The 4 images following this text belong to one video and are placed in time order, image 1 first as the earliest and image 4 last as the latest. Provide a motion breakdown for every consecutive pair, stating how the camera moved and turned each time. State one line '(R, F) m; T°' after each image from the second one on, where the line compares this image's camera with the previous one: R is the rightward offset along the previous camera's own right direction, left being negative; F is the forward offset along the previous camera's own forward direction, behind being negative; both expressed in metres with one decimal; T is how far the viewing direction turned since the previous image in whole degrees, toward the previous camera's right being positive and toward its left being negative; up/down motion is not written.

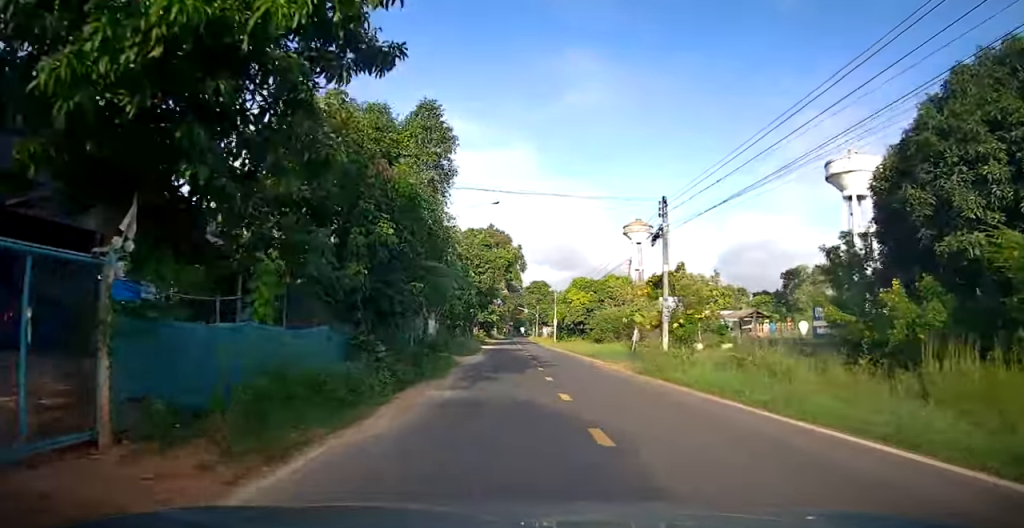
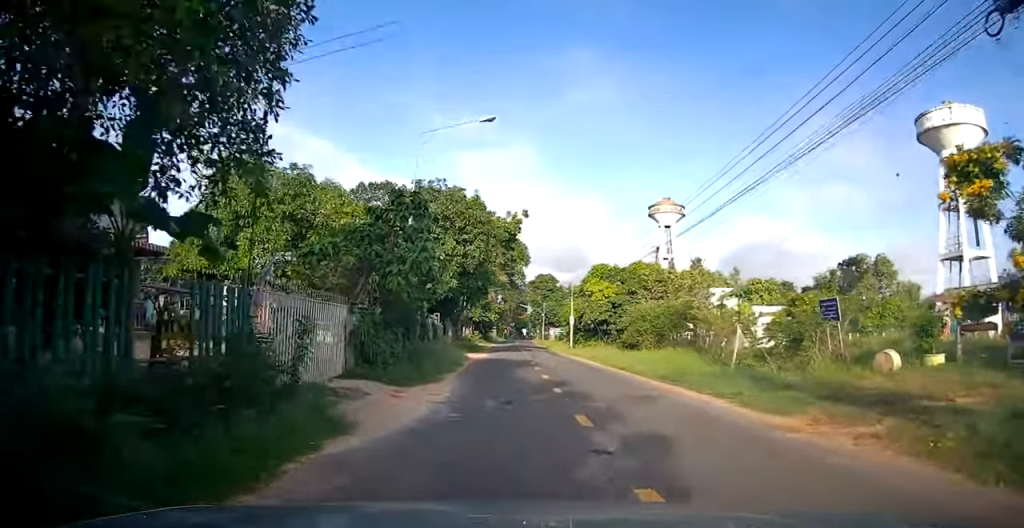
(+0.2, +14.9) m; 0°
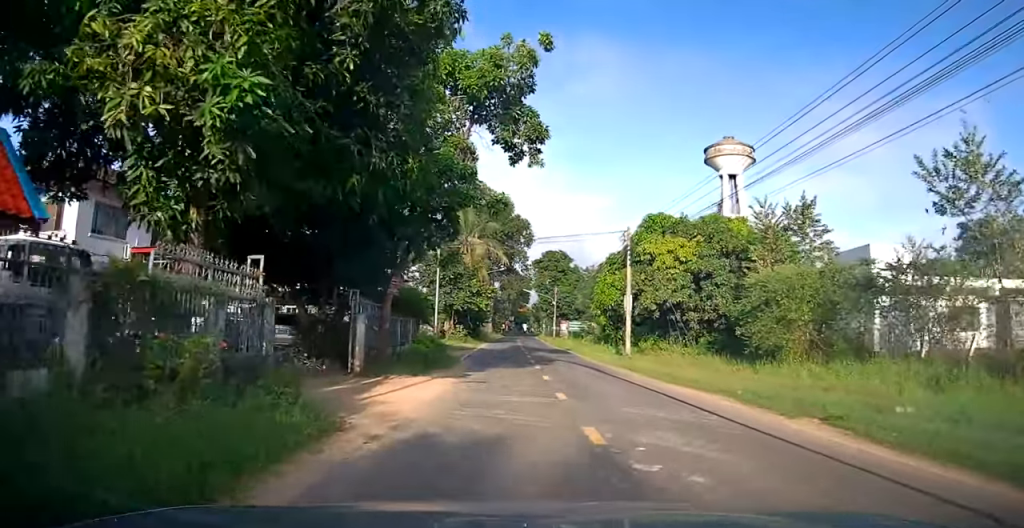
(-0.3, +21.1) m; -2°
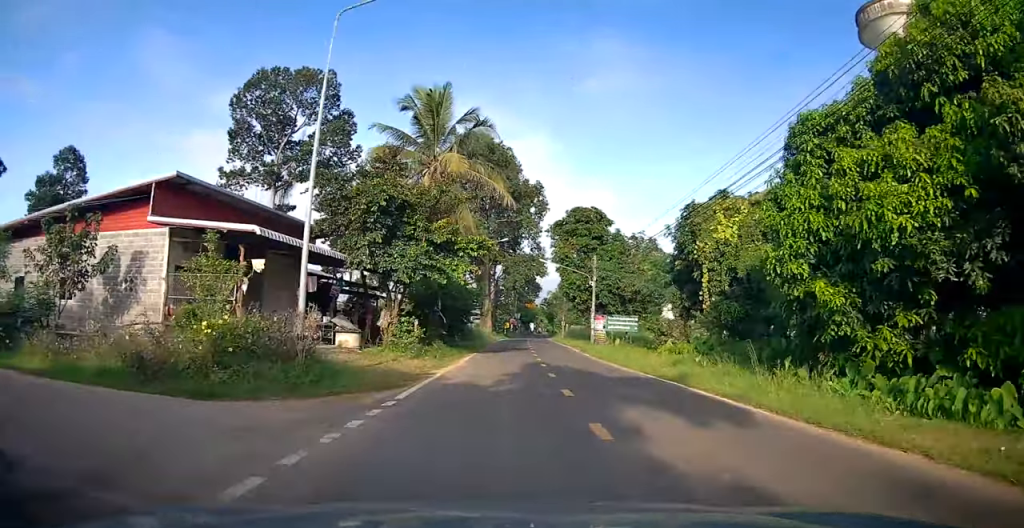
(0.0, +24.3) m; +1°
